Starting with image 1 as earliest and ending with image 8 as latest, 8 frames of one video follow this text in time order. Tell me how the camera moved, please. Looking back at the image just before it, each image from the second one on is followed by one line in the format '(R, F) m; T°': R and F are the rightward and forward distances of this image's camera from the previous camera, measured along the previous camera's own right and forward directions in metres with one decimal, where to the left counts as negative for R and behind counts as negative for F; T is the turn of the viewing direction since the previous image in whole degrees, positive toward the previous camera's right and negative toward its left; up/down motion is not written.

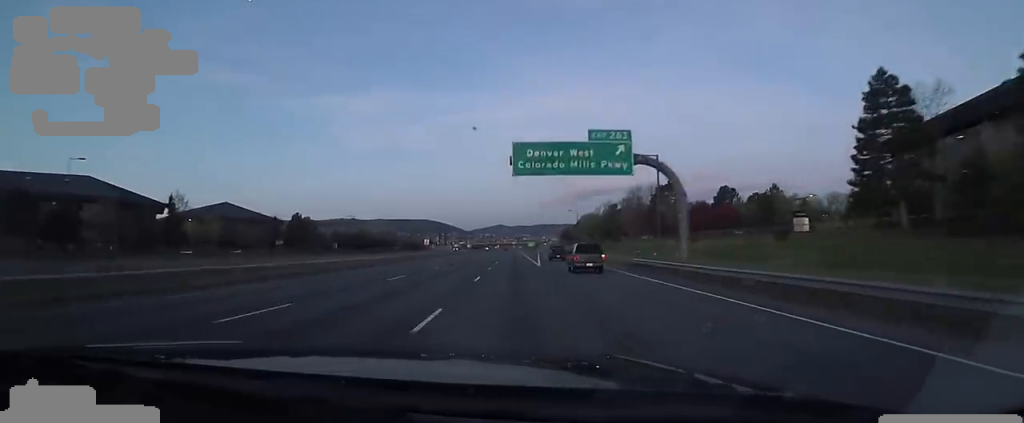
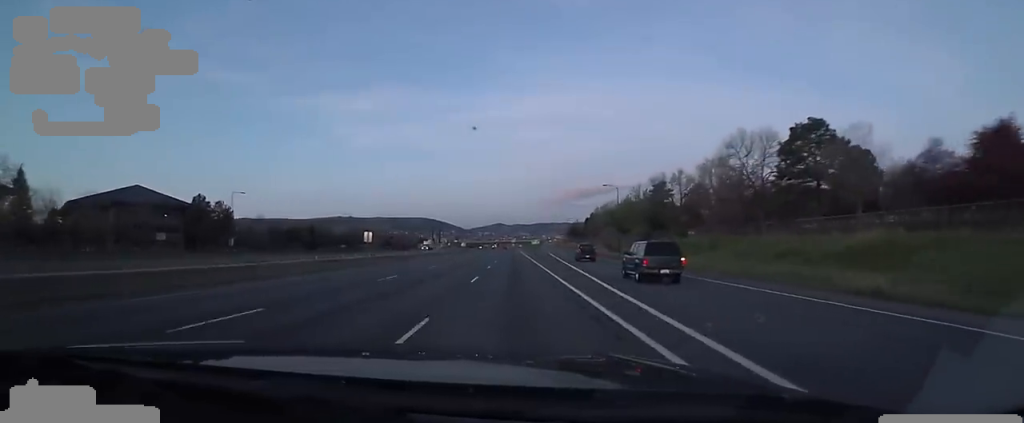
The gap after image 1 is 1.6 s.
(+0.2, +47.8) m; +1°
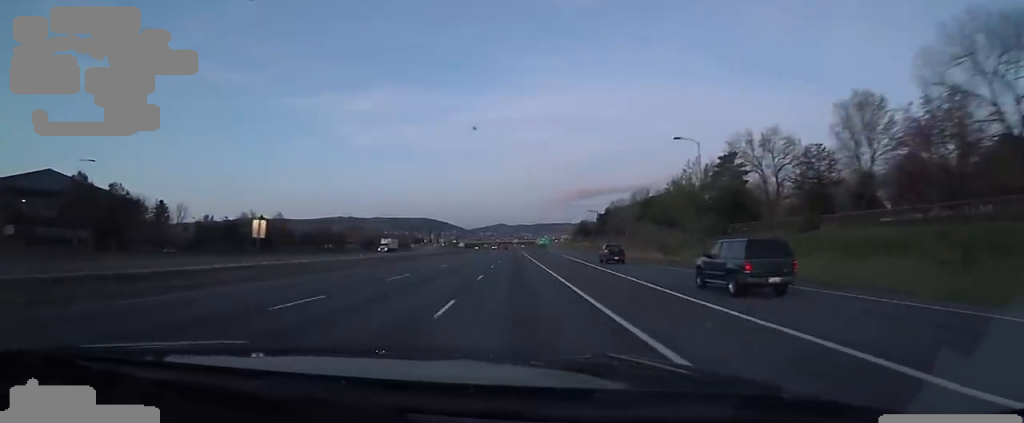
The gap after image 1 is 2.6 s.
(0.0, +32.8) m; -1°
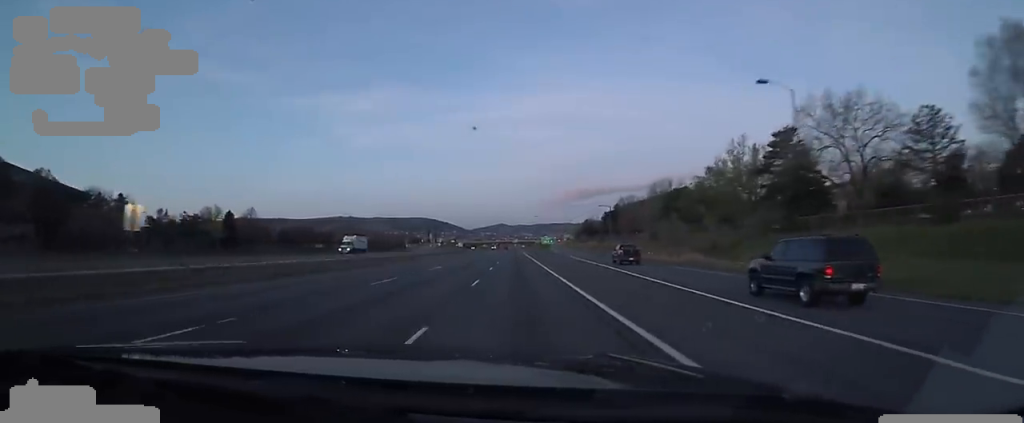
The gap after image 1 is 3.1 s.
(+0.1, +15.6) m; -1°
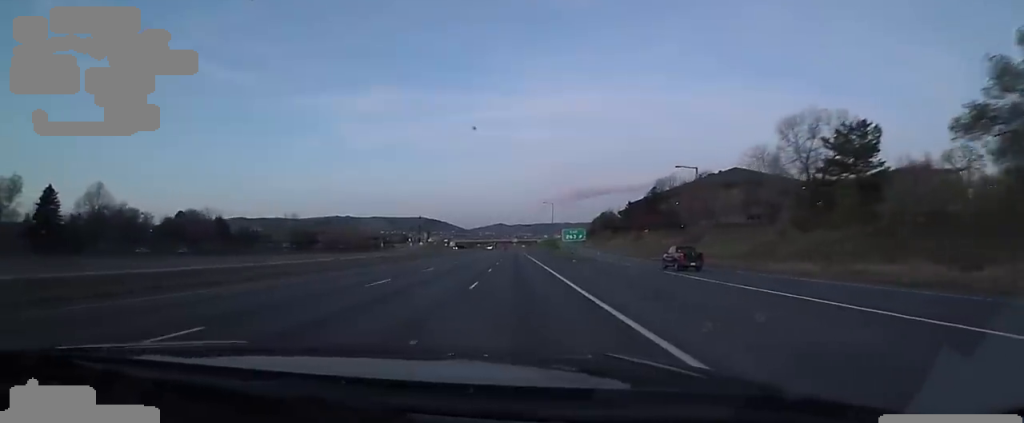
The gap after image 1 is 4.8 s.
(-0.1, +51.7) m; +2°
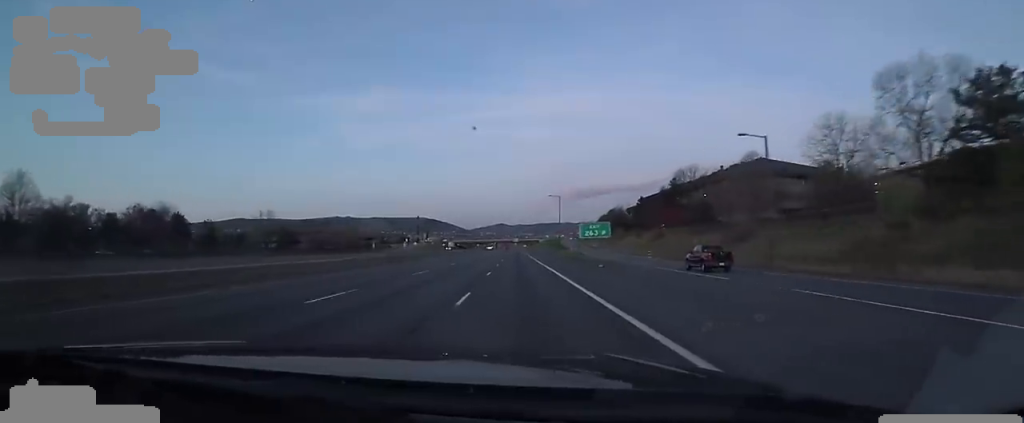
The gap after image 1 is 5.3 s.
(+0.7, +16.0) m; +1°
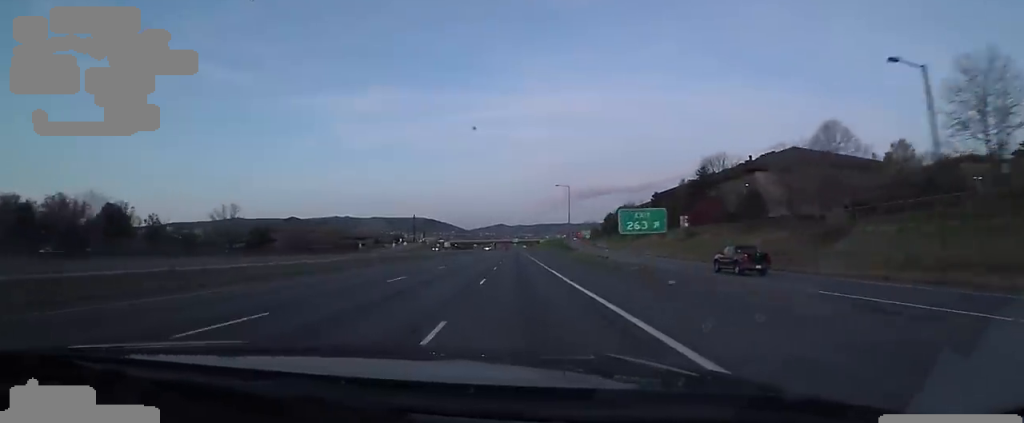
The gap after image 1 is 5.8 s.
(-0.2, +18.1) m; -1°
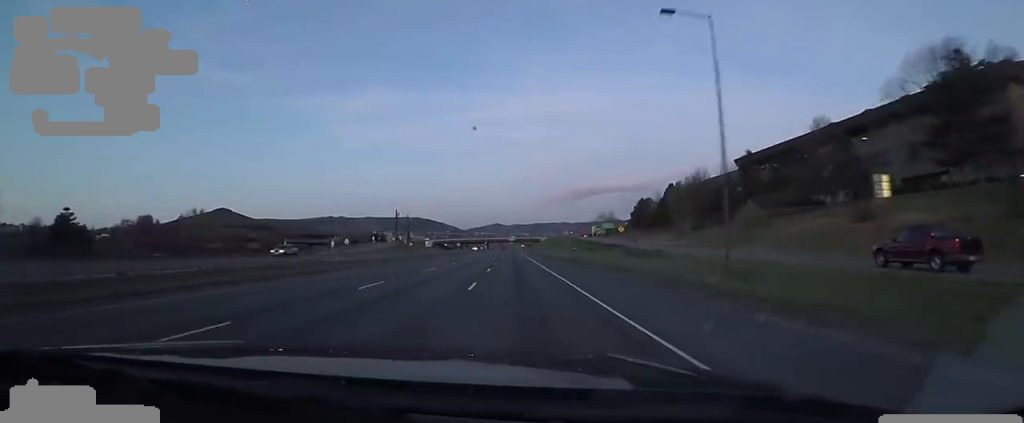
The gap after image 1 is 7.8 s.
(-2.0, +63.1) m; -1°
